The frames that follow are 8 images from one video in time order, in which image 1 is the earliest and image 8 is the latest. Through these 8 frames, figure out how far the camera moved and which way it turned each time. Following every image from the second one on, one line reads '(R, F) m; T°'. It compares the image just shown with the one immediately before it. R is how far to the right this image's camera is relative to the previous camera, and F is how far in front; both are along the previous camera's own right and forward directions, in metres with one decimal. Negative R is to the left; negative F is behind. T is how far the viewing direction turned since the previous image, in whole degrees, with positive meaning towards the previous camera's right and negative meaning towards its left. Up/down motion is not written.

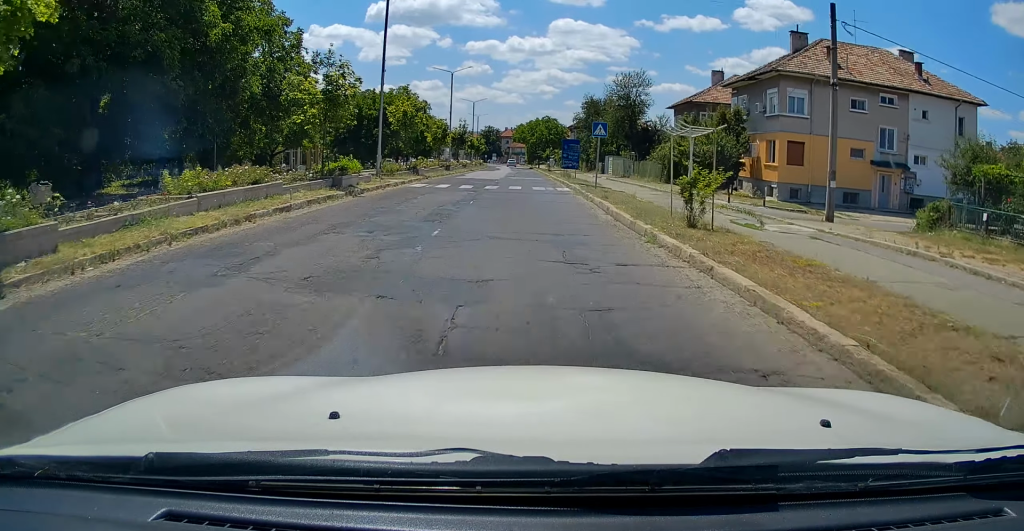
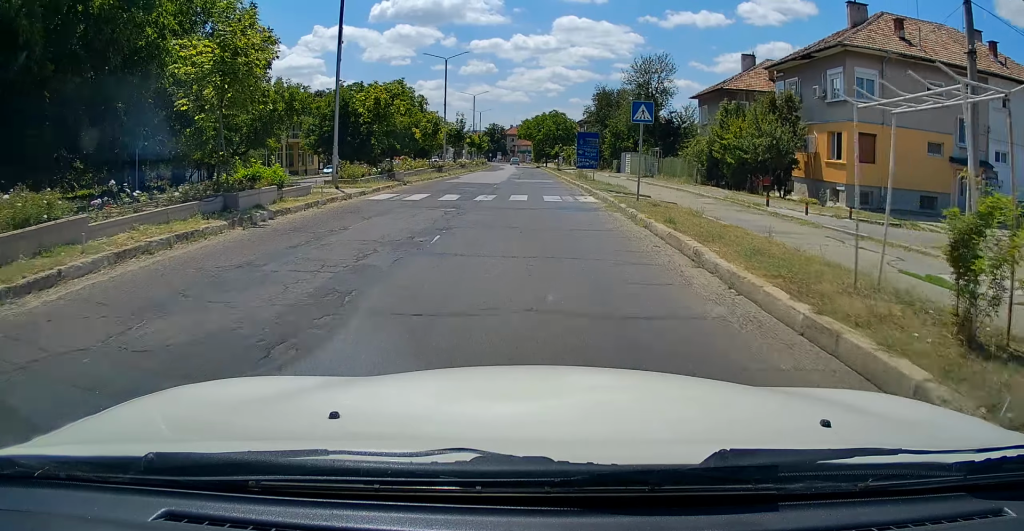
(0.0, +8.4) m; 0°
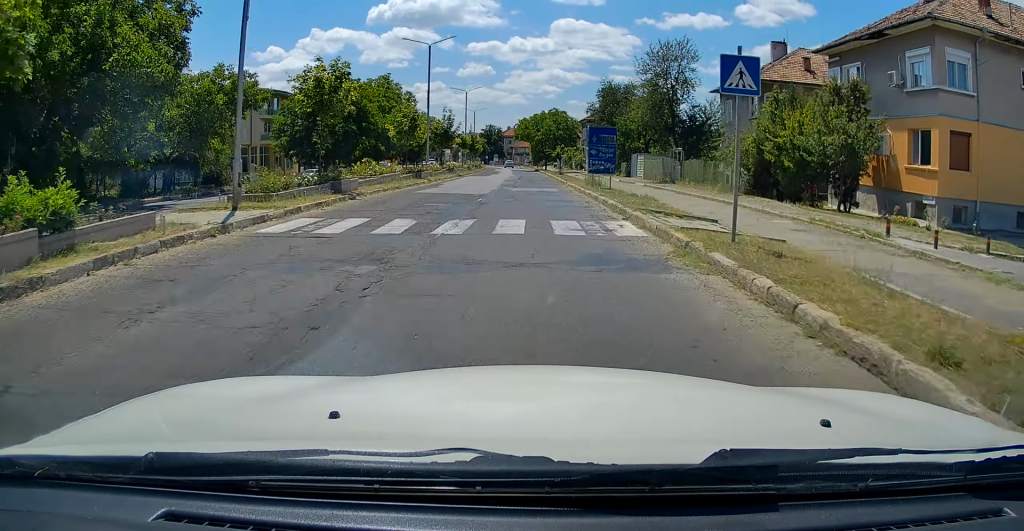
(0.0, +8.1) m; 0°
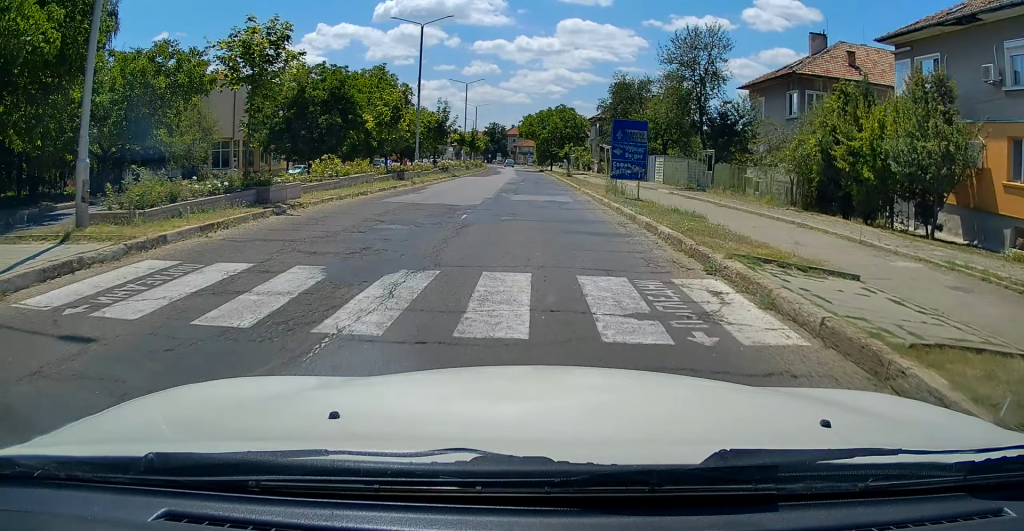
(0.0, +5.9) m; 0°
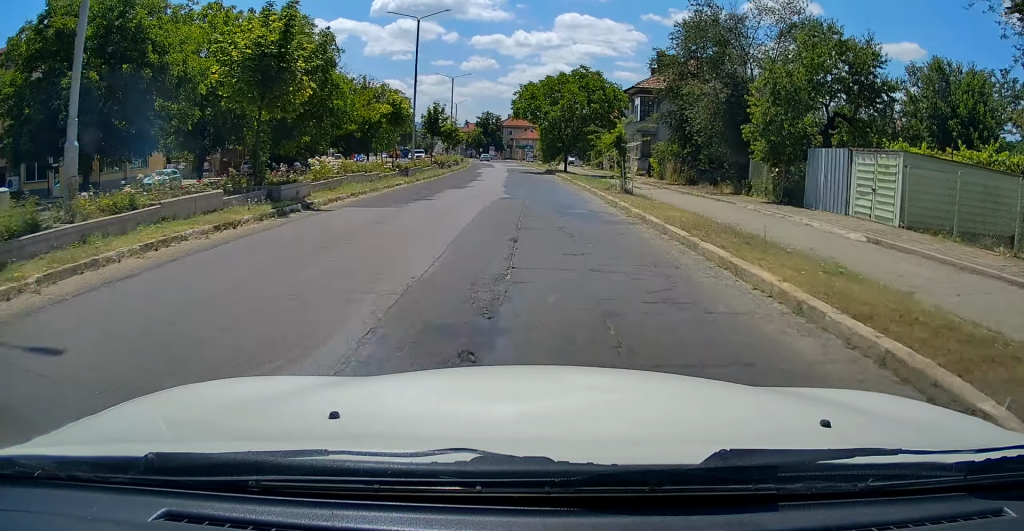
(-0.2, +30.6) m; 0°
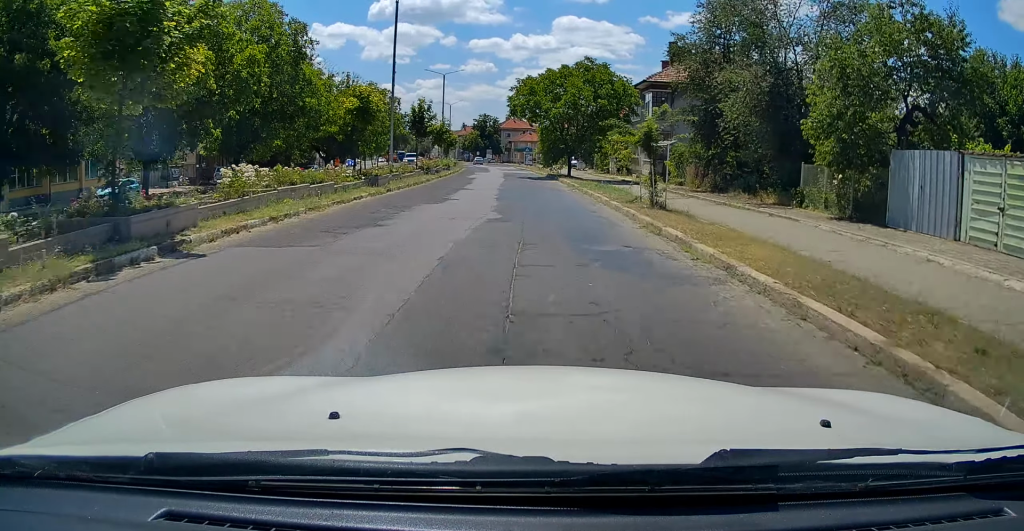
(0.0, +5.6) m; 0°
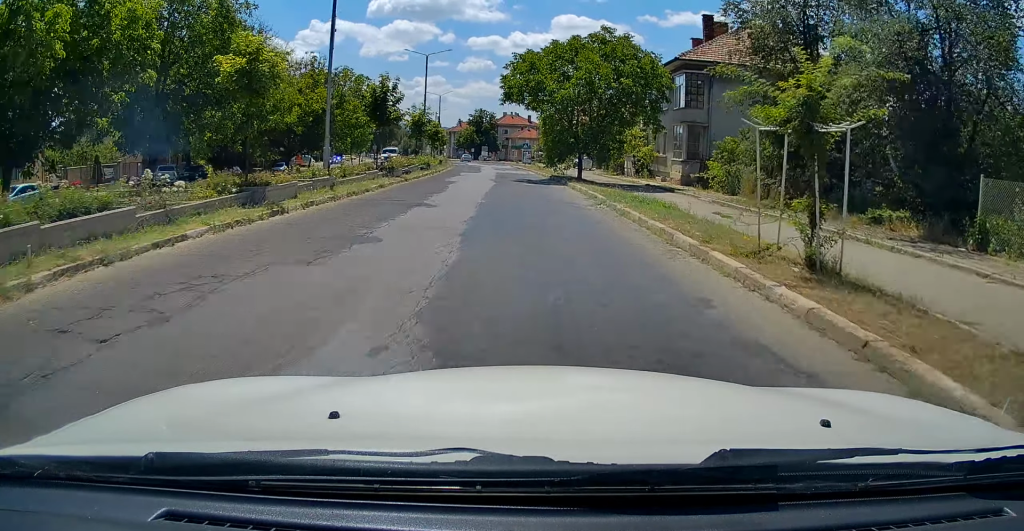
(0.0, +9.9) m; +1°
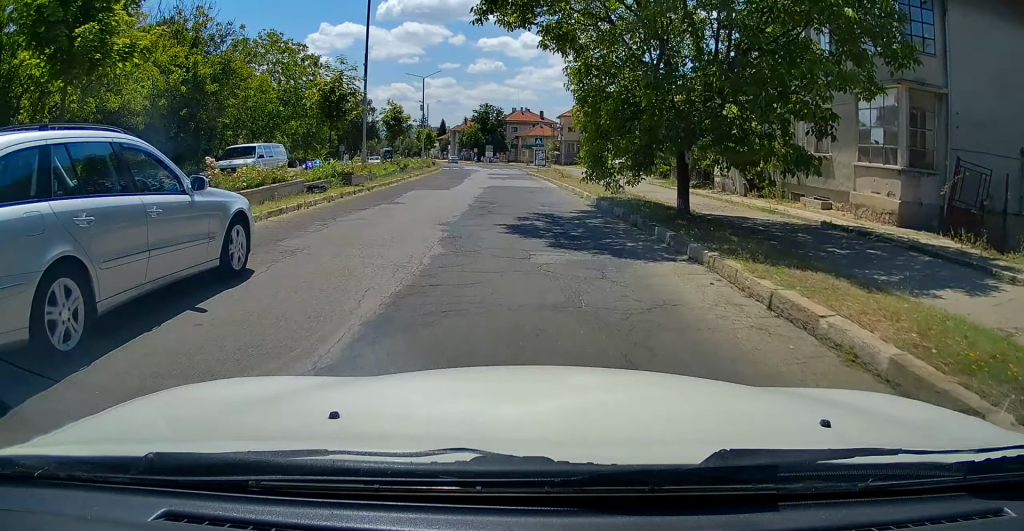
(0.0, +21.9) m; -1°
